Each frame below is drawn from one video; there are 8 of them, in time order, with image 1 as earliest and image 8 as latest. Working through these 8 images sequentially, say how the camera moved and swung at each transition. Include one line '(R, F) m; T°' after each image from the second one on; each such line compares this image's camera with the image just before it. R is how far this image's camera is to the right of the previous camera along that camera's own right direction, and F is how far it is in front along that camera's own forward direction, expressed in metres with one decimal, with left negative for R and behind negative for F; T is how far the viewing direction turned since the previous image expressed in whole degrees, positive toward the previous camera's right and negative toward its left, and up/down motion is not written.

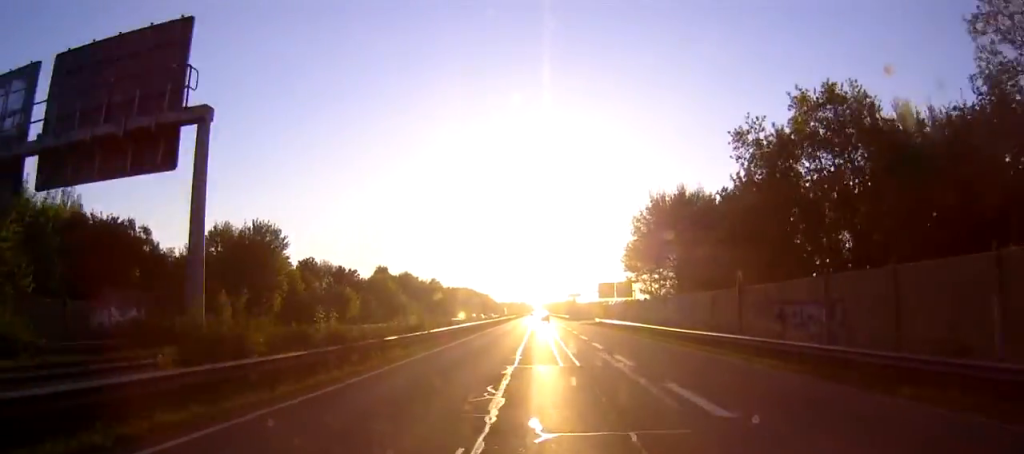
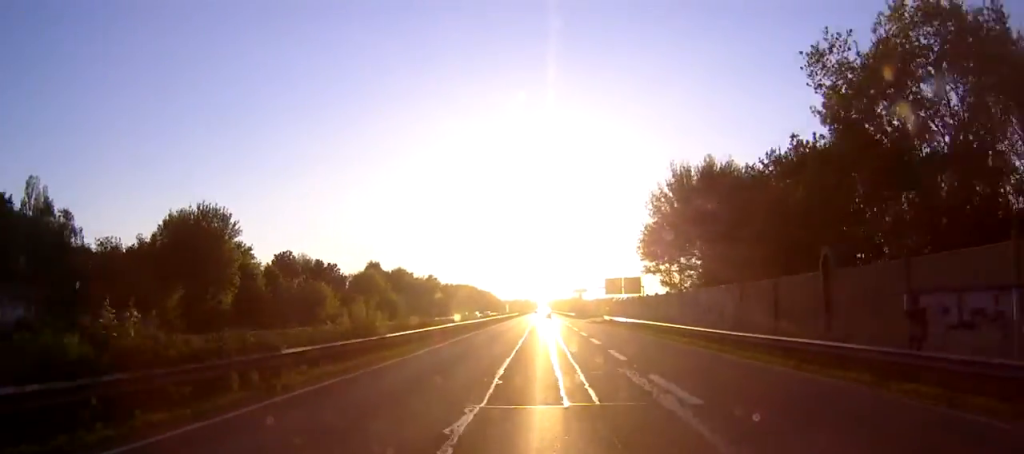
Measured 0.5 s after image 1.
(0.0, +11.0) m; 0°
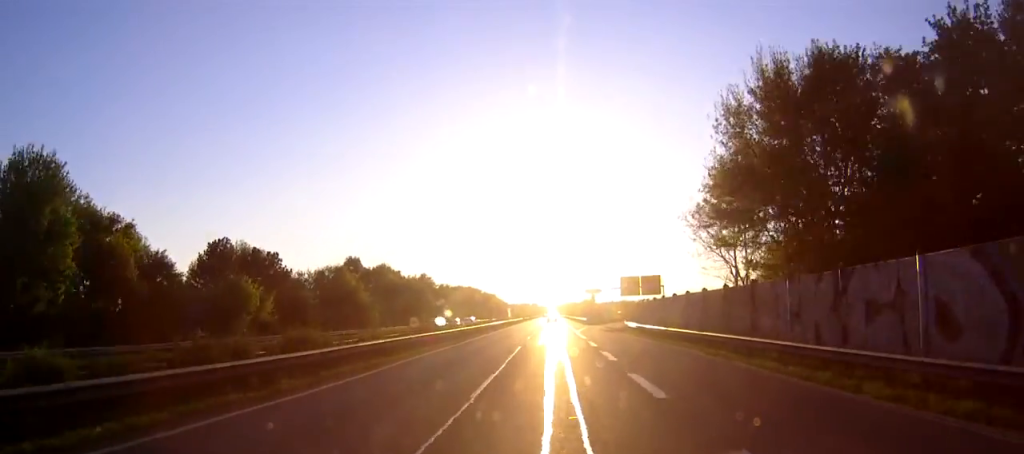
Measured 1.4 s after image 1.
(0.0, +22.1) m; -1°
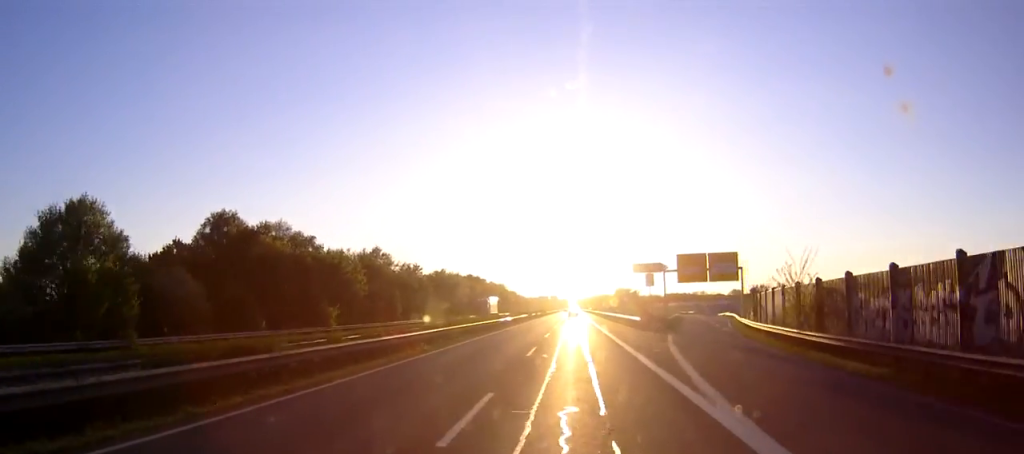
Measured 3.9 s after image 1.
(-1.3, +59.7) m; -2°
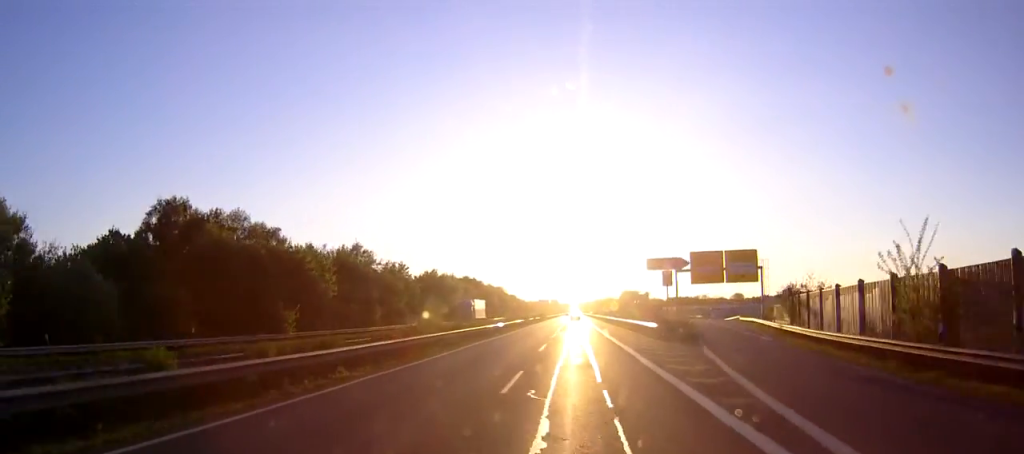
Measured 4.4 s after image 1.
(0.0, +11.2) m; 0°
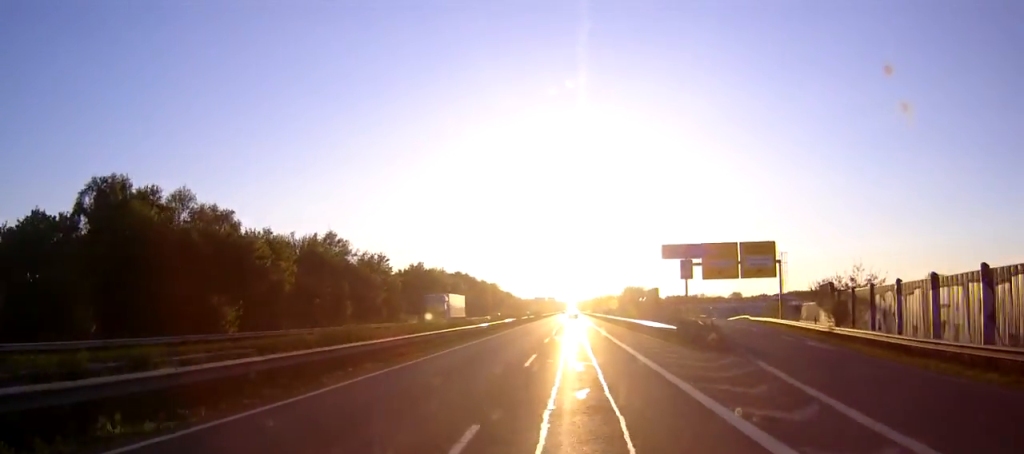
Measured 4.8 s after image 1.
(-0.1, +10.4) m; 0°
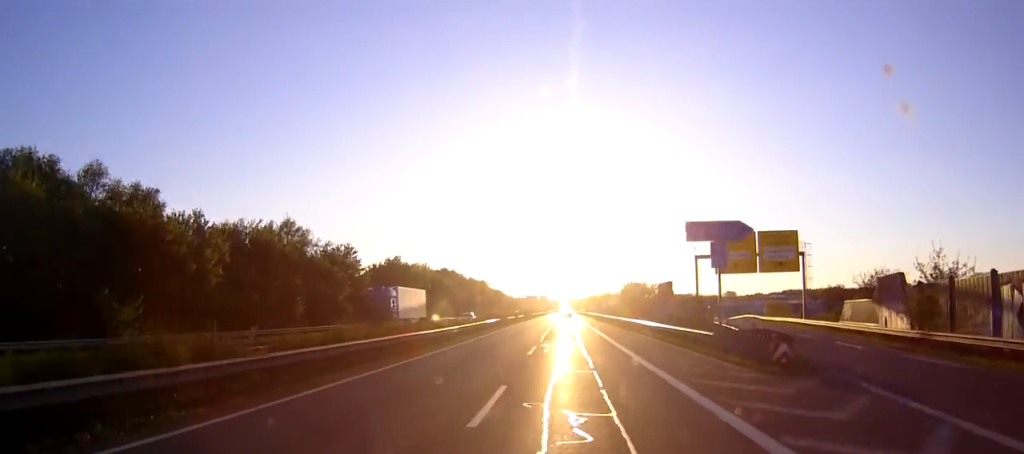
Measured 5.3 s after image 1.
(0.0, +12.1) m; 0°
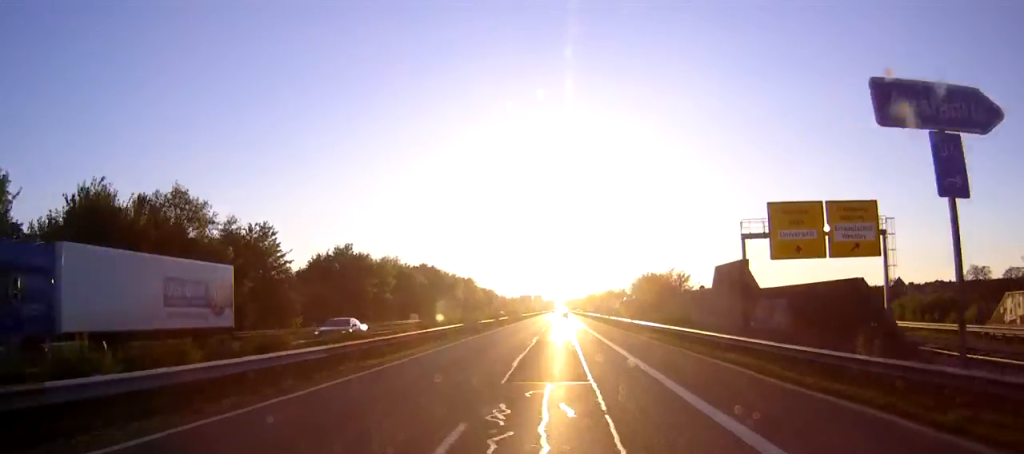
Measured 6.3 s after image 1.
(+0.2, +23.4) m; 0°
